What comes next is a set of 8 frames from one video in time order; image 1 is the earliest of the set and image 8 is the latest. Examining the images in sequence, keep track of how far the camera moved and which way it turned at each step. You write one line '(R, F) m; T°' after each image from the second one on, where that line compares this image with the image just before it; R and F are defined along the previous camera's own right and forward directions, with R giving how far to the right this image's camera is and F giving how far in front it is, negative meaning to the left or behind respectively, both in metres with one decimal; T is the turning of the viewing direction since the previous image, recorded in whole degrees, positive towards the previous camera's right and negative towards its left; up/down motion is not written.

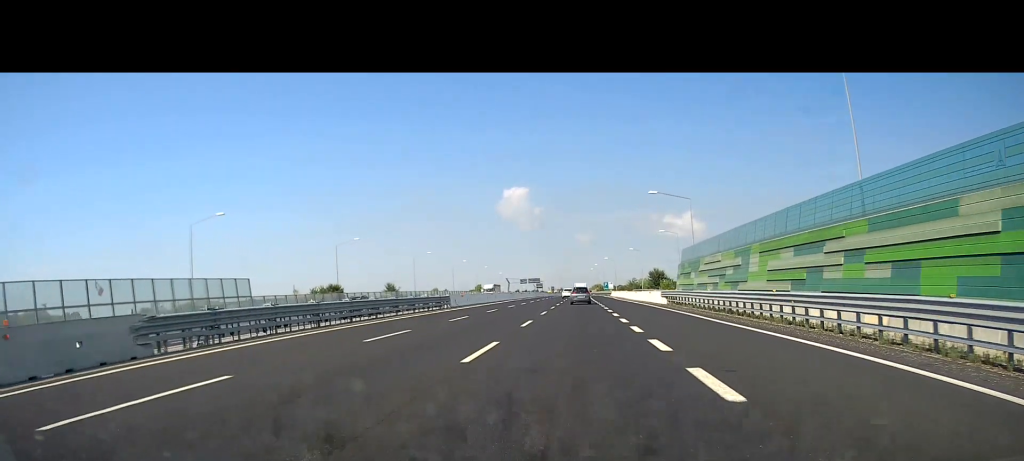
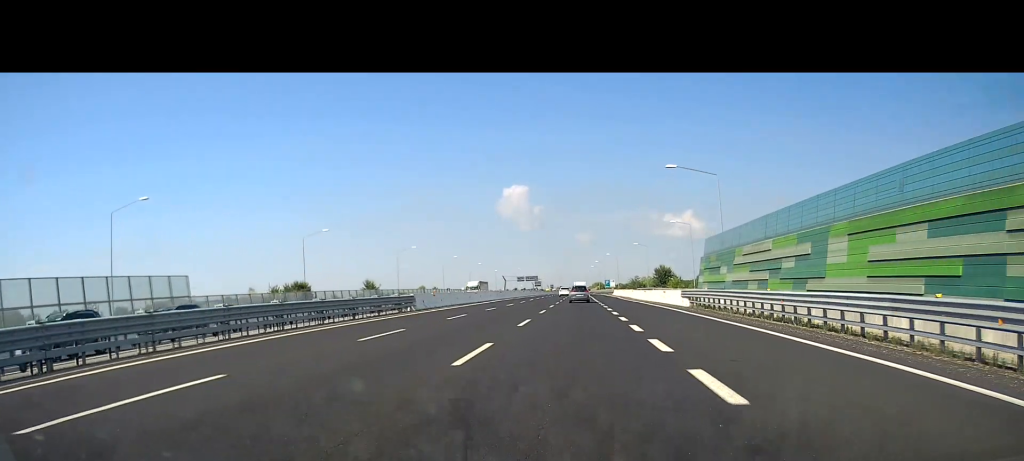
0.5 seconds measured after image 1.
(0.0, +12.3) m; 0°
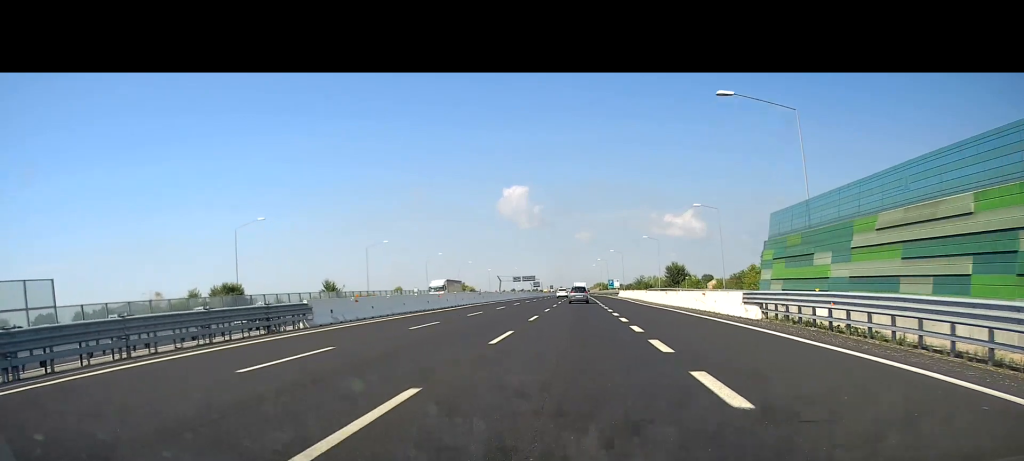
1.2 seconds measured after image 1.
(0.0, +18.5) m; 0°
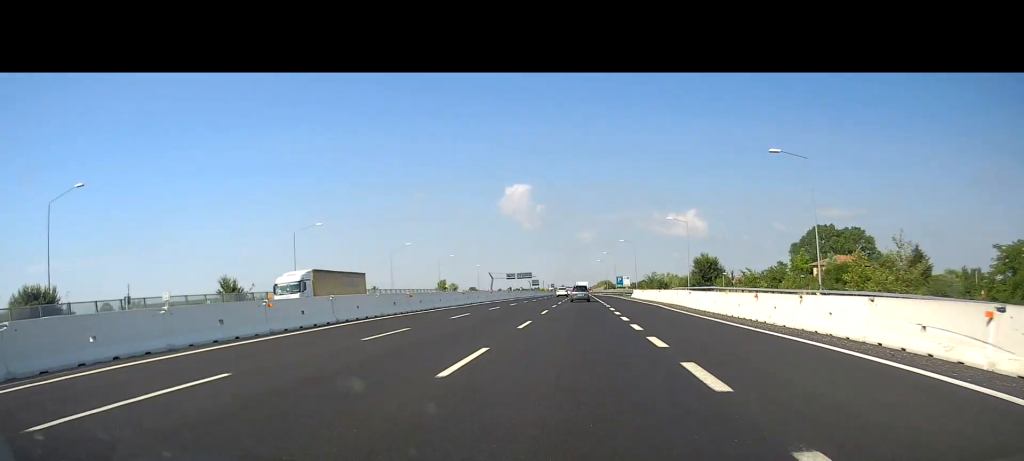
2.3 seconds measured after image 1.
(0.0, +29.1) m; 0°
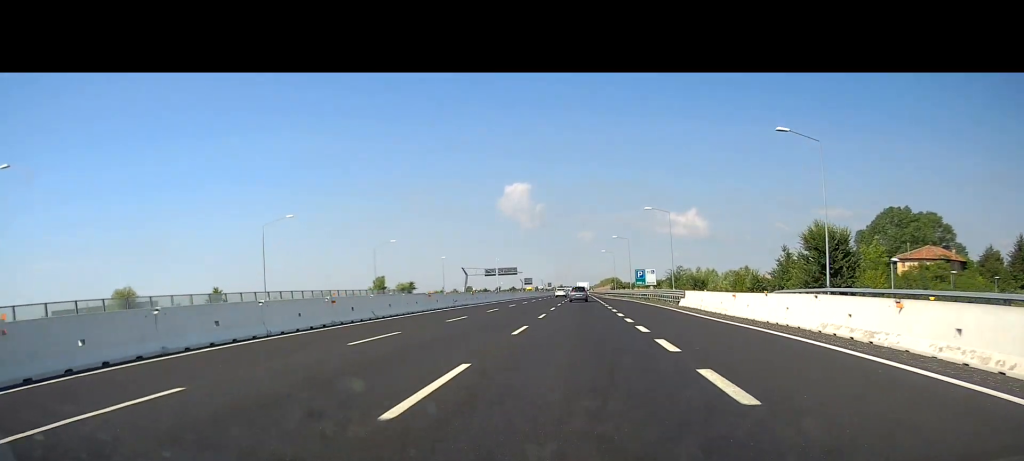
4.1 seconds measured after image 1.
(+0.5, +49.4) m; +1°
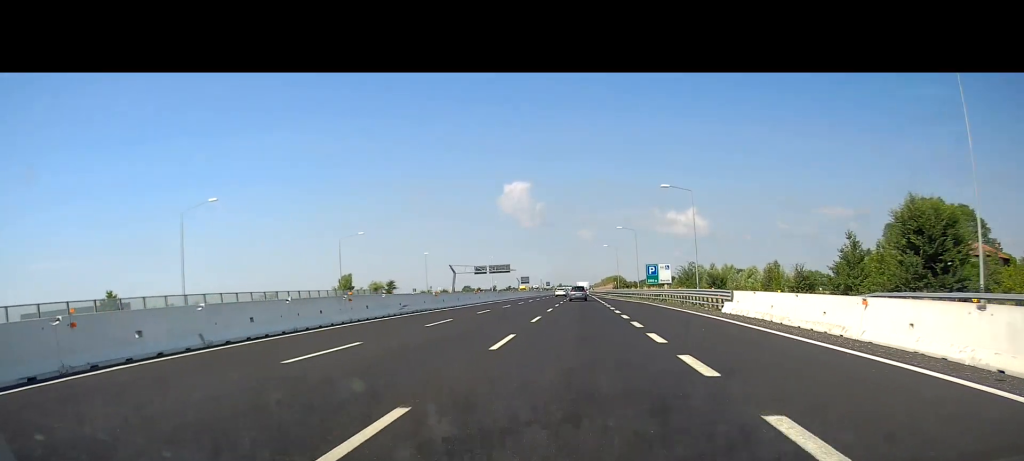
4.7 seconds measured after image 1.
(+0.1, +15.9) m; 0°
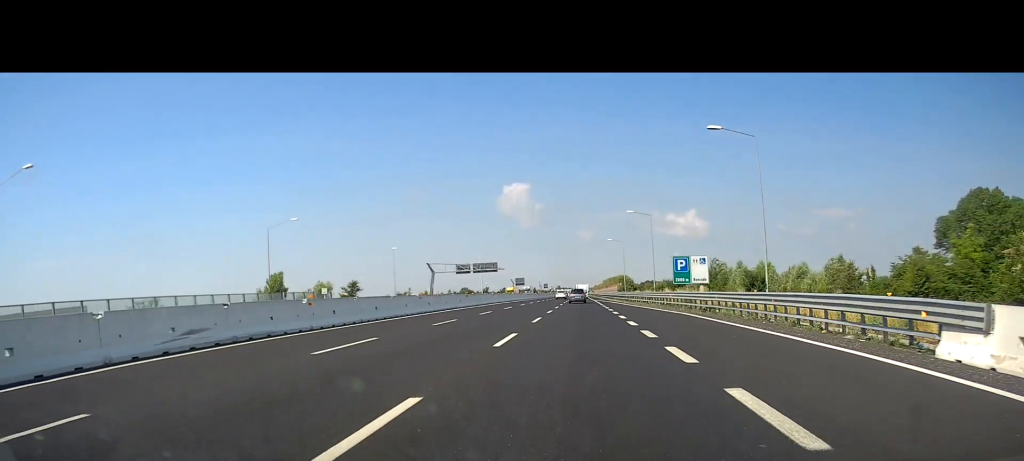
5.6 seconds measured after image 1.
(-0.3, +22.0) m; -1°
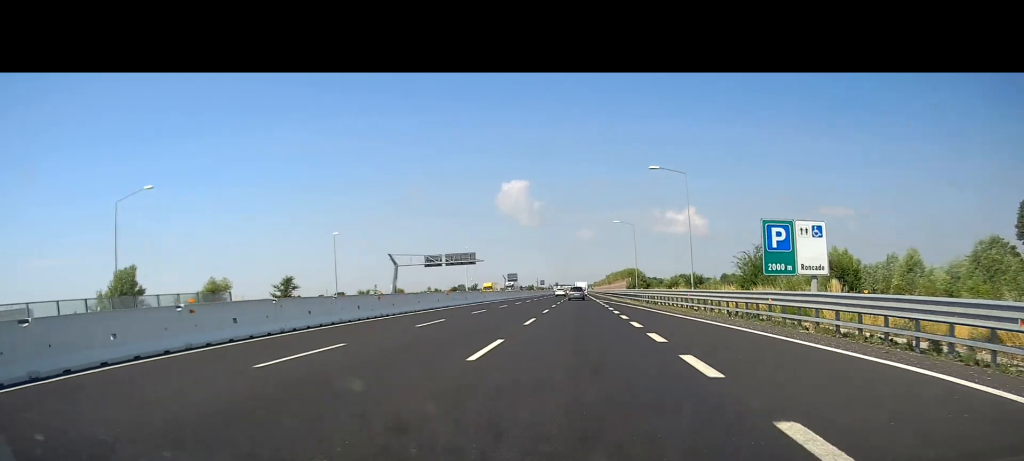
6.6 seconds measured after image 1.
(+0.1, +26.6) m; -1°
